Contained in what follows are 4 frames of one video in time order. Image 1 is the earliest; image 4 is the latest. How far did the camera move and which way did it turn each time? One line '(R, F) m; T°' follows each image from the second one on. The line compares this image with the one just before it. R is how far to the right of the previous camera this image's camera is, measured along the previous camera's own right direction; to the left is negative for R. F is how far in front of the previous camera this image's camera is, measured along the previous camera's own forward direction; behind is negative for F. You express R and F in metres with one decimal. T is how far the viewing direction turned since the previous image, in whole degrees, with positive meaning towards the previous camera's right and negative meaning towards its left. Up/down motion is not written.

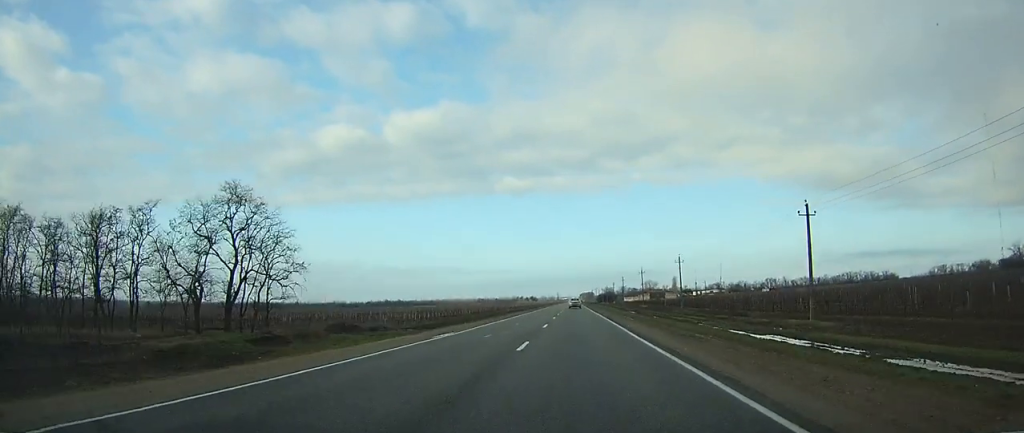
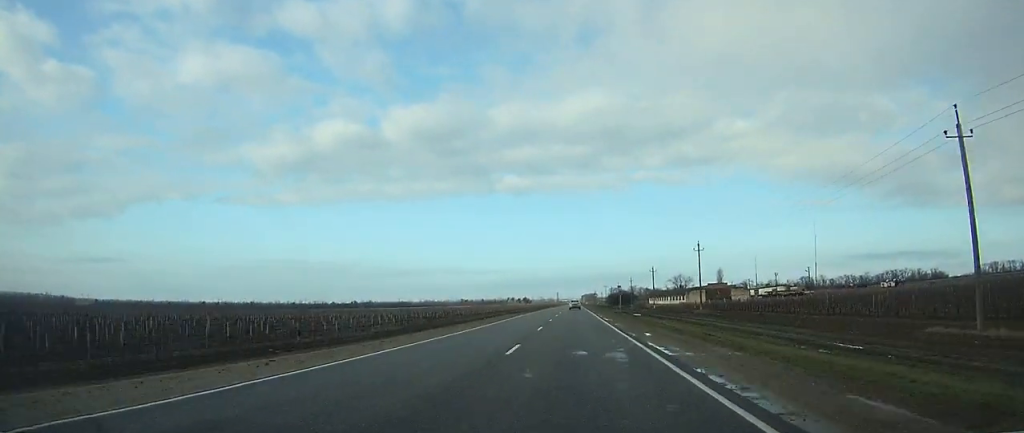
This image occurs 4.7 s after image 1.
(+0.1, +119.7) m; 0°
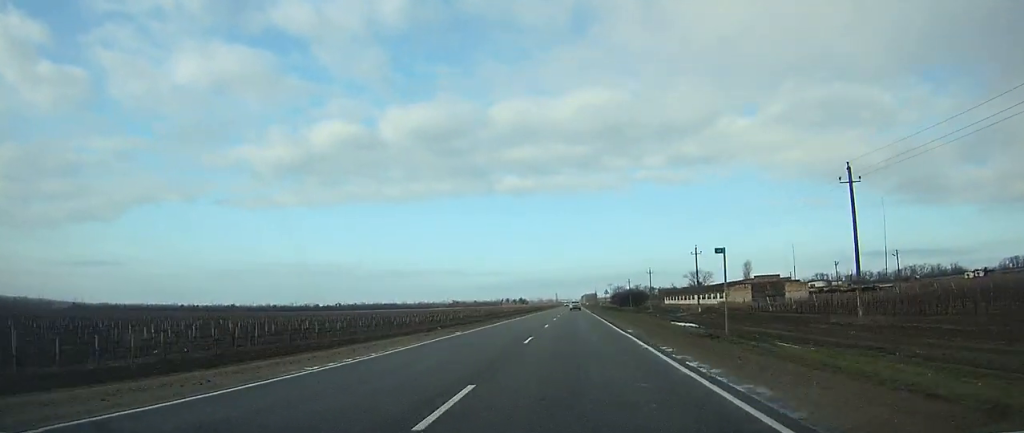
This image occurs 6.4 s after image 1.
(+0.2, +43.9) m; 0°
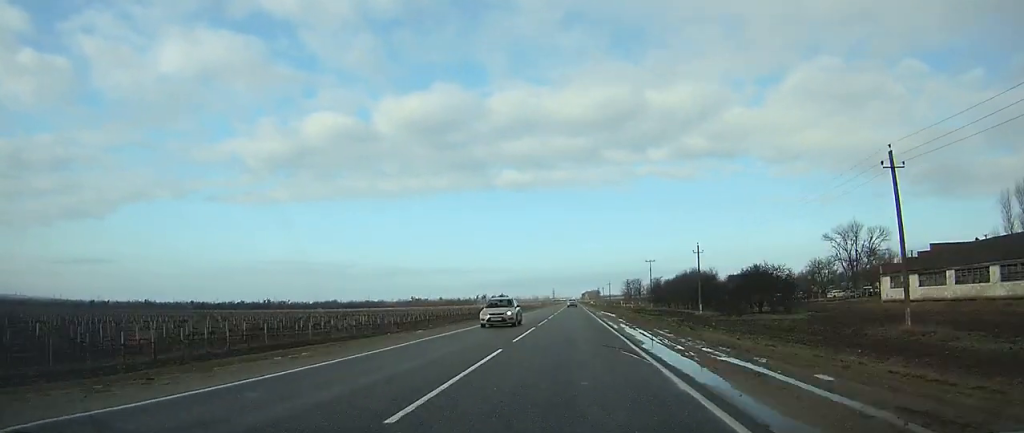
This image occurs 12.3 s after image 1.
(0.0, +148.8) m; 0°
